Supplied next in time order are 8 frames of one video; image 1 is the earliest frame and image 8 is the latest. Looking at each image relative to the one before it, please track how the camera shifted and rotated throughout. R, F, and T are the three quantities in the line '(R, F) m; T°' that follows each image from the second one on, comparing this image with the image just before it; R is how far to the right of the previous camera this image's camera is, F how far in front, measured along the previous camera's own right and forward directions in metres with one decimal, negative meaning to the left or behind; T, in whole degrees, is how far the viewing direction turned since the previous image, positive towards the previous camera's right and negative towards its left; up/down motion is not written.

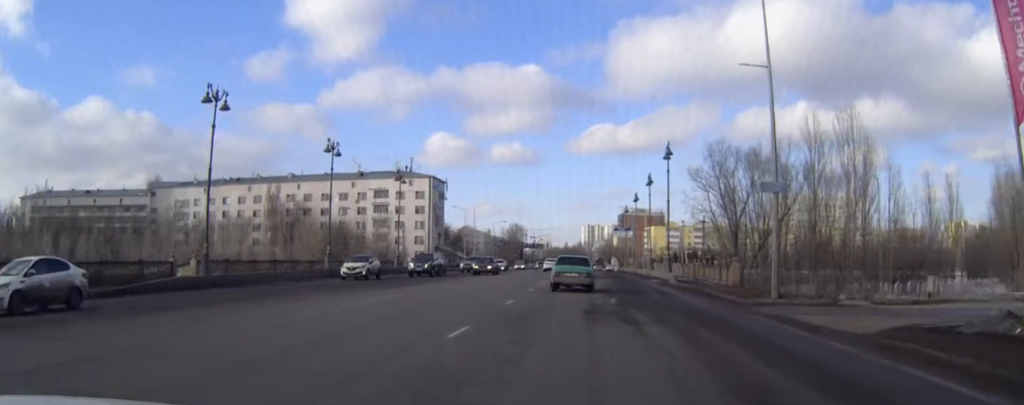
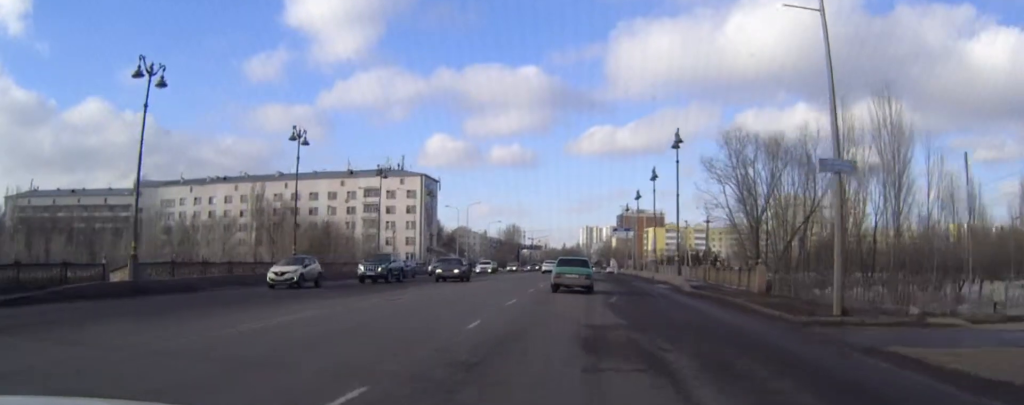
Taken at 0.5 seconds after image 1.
(0.0, +6.5) m; 0°
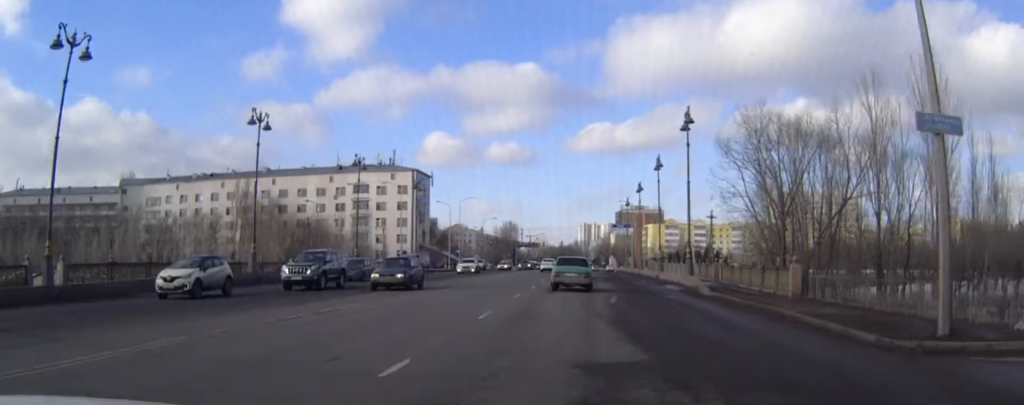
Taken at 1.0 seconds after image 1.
(0.0, +6.0) m; 0°
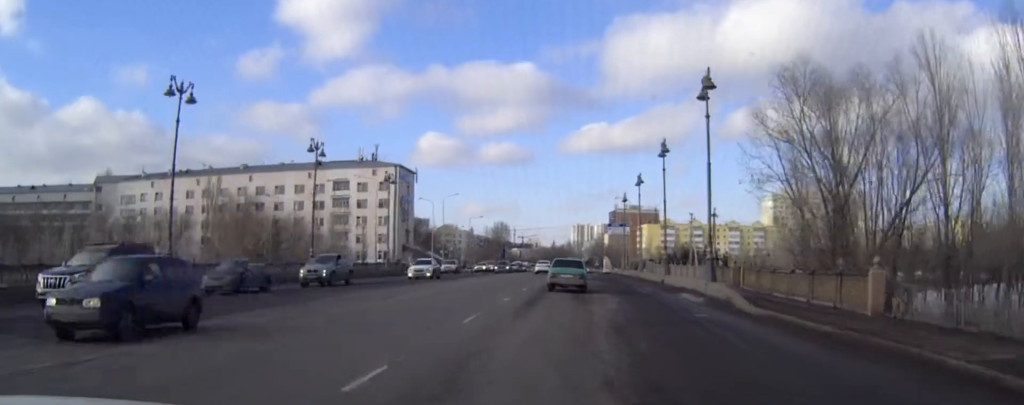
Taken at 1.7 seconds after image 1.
(+0.1, +8.9) m; +1°
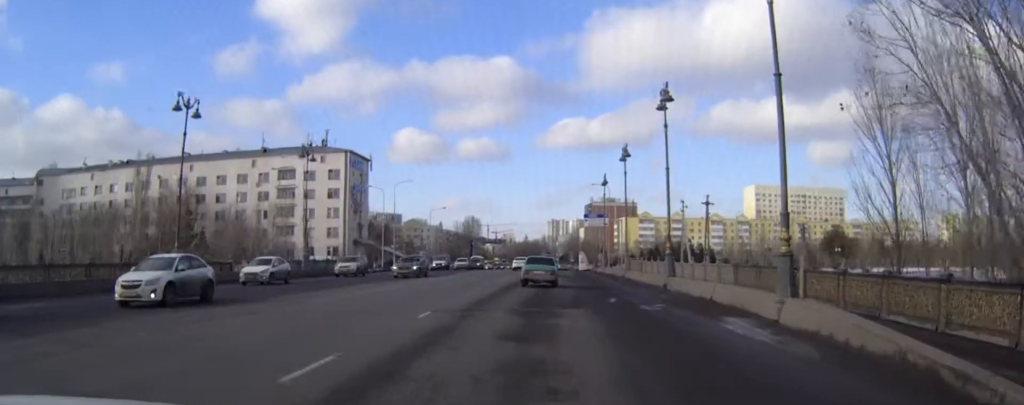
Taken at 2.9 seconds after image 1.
(+0.1, +15.8) m; +1°
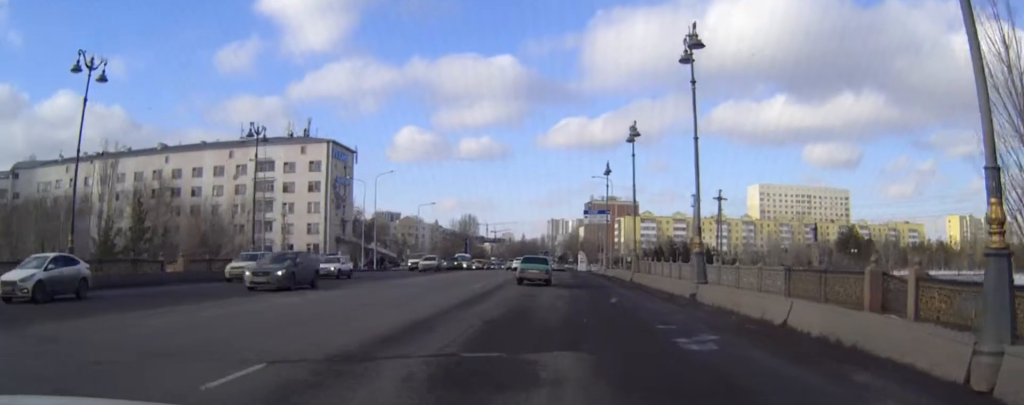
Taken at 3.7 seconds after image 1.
(0.0, +9.4) m; 0°
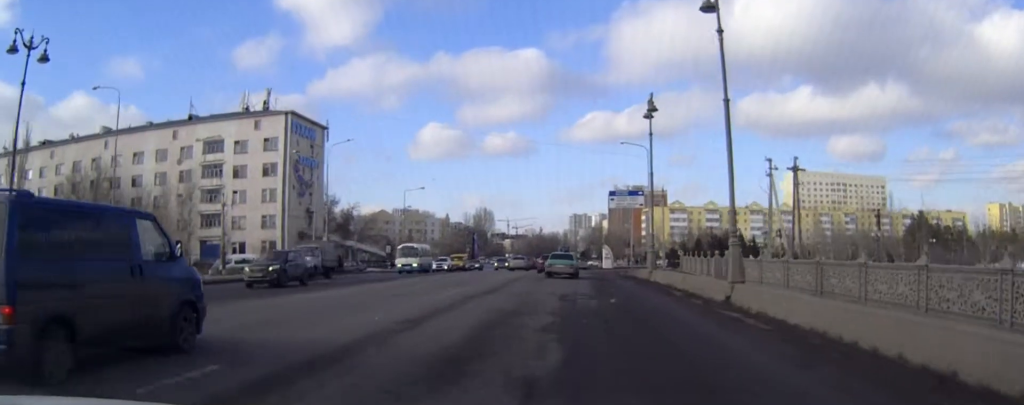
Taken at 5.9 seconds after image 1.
(-0.4, +25.3) m; -2°
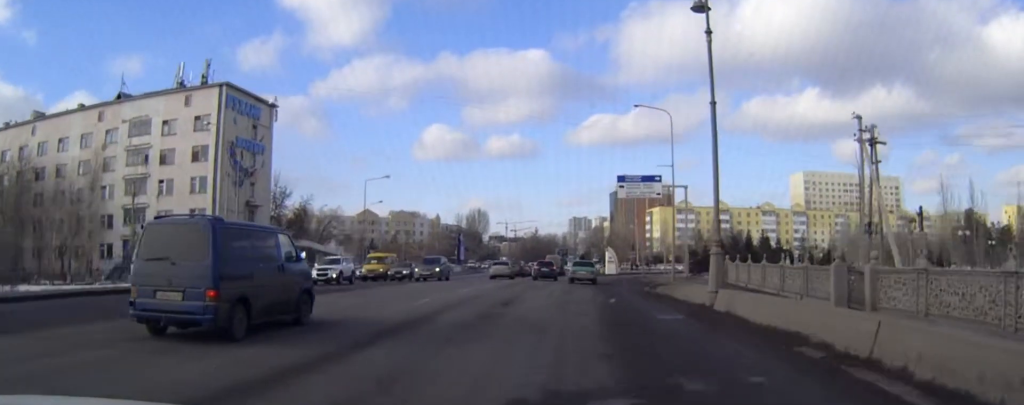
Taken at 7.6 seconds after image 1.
(0.0, +18.9) m; 0°
